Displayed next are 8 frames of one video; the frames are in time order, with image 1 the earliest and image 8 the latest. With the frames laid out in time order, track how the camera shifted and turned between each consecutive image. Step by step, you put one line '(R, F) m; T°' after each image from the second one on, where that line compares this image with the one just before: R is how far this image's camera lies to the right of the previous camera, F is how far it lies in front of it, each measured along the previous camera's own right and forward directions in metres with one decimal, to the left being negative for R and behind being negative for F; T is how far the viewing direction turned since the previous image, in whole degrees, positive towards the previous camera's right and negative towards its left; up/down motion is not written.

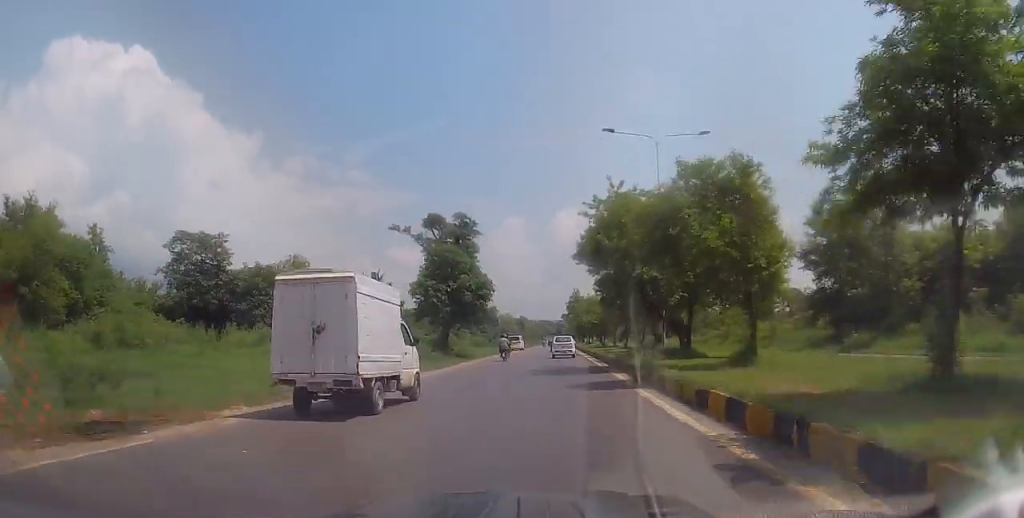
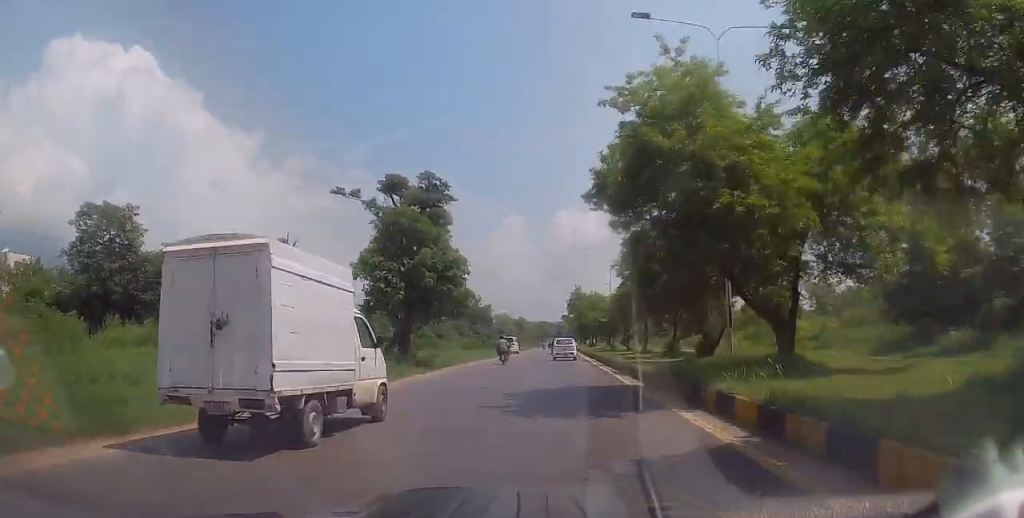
(-0.1, +11.1) m; 0°
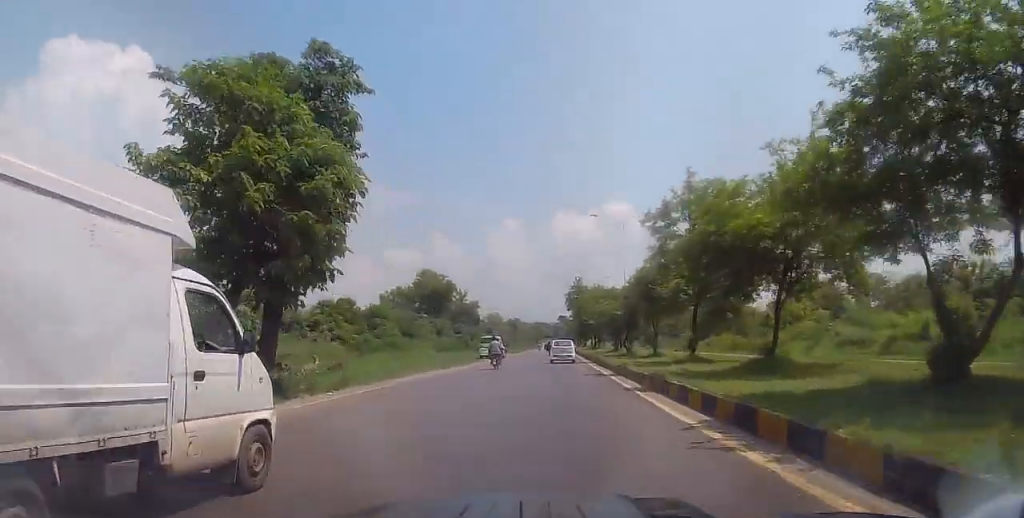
(+0.1, +14.9) m; +1°
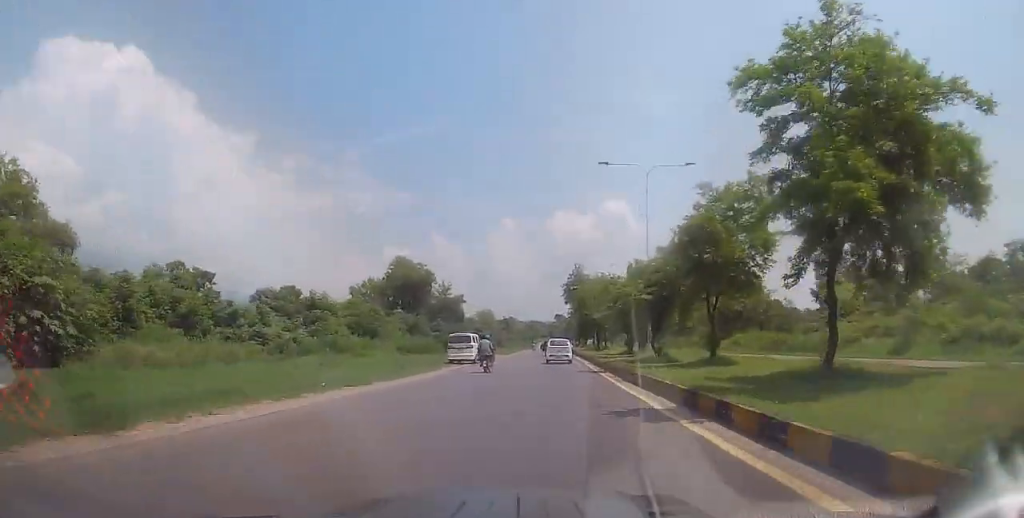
(+0.2, +13.2) m; +1°
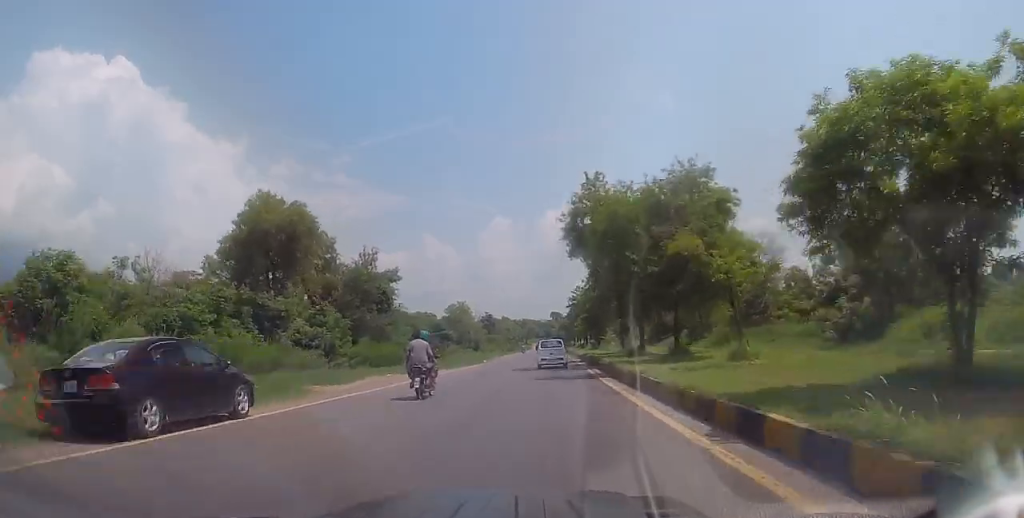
(-0.3, +37.7) m; -1°
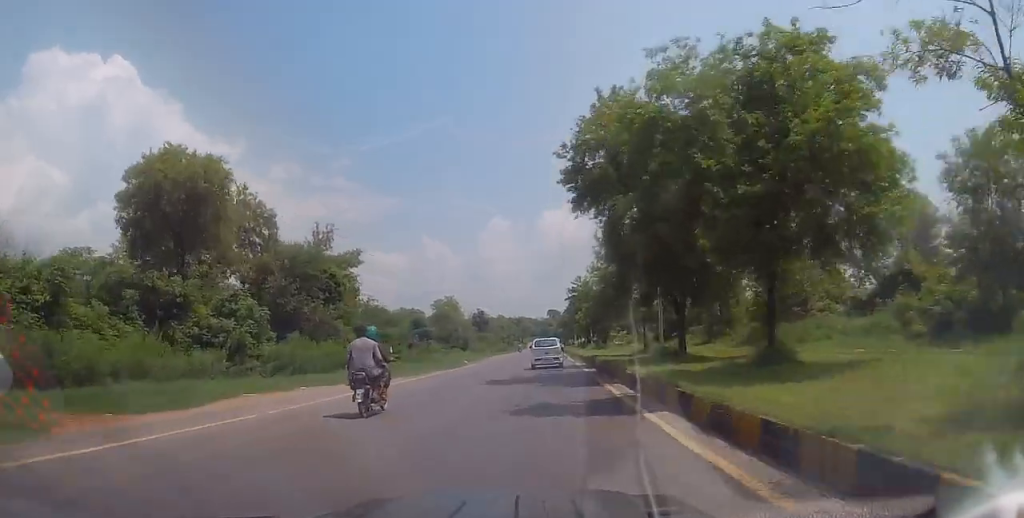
(-0.1, +11.1) m; 0°
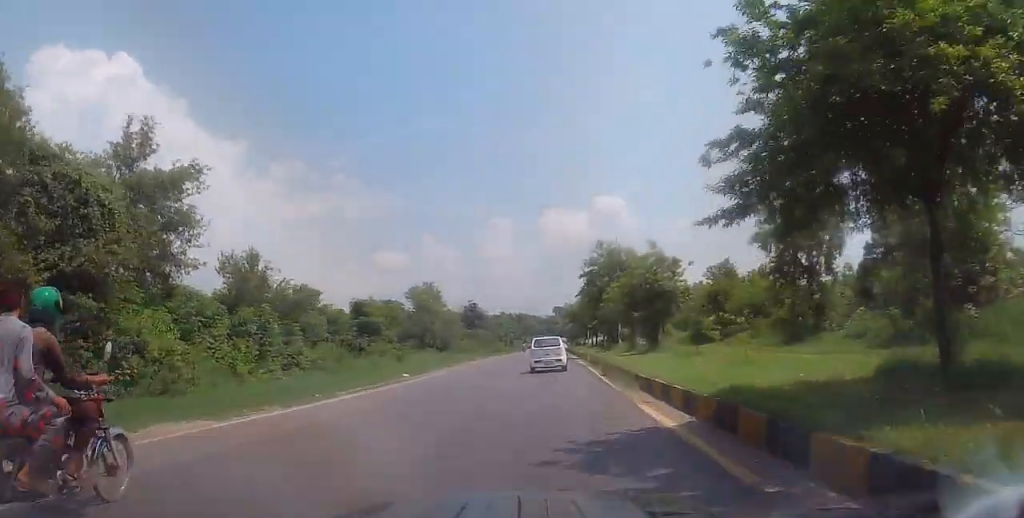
(+0.6, +23.7) m; +1°
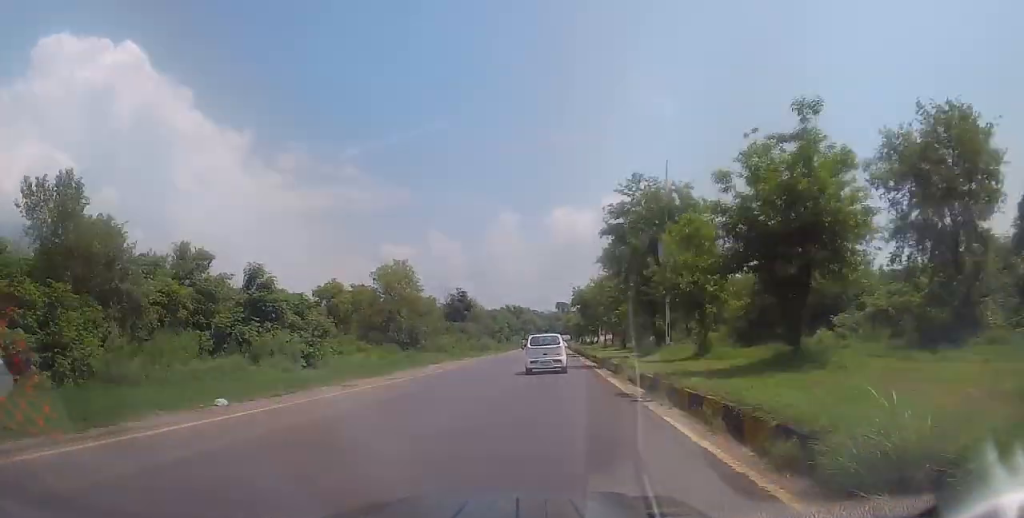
(-0.1, +17.8) m; -1°
